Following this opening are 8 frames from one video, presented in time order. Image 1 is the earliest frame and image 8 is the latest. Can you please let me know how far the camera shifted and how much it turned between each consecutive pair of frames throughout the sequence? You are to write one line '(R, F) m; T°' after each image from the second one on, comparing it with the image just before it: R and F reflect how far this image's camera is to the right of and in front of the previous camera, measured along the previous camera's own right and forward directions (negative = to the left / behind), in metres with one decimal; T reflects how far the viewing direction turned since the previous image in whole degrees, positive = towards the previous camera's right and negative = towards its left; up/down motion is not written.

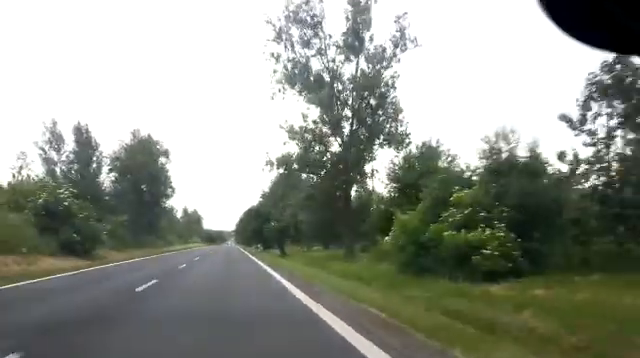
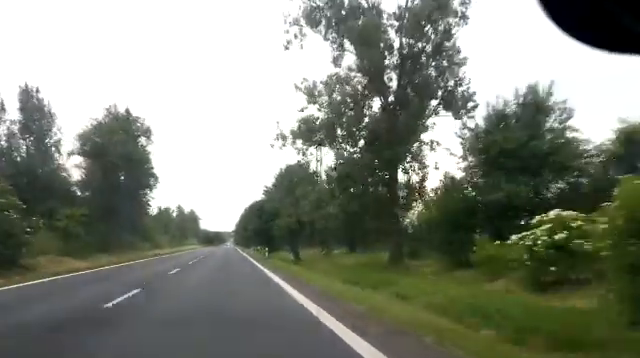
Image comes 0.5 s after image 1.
(+0.2, +11.9) m; 0°
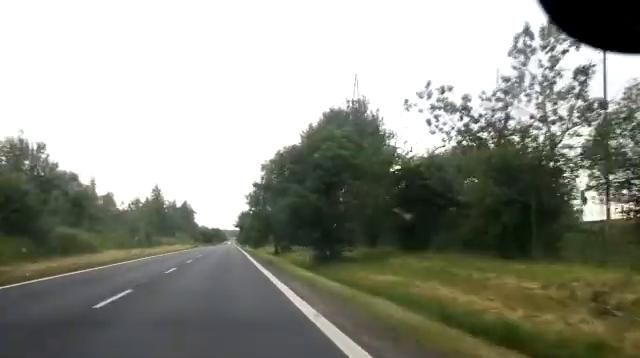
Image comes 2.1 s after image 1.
(-0.2, +37.4) m; 0°
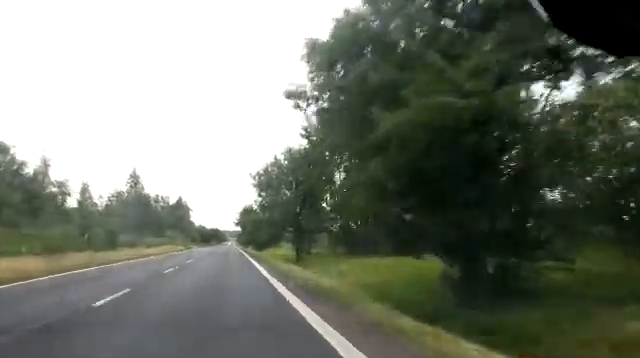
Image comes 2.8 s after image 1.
(+0.1, +18.4) m; 0°
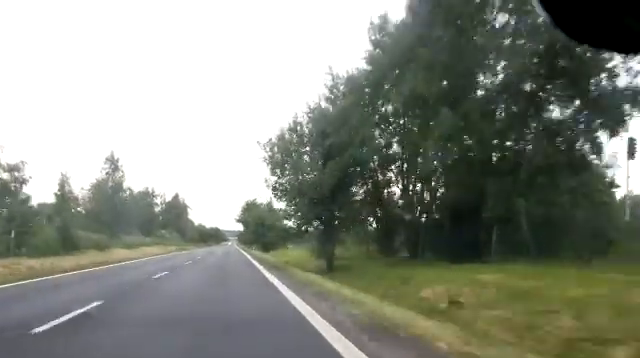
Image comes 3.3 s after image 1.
(+0.2, +12.0) m; 0°
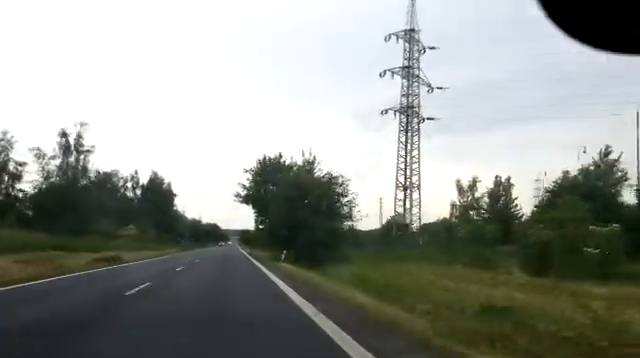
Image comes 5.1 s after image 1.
(-0.2, +41.6) m; +1°
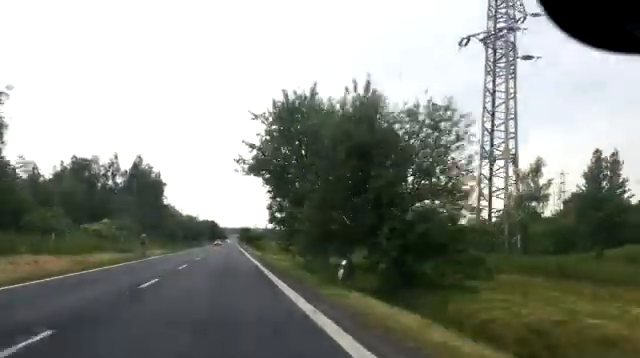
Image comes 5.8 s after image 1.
(+0.2, +16.8) m; 0°
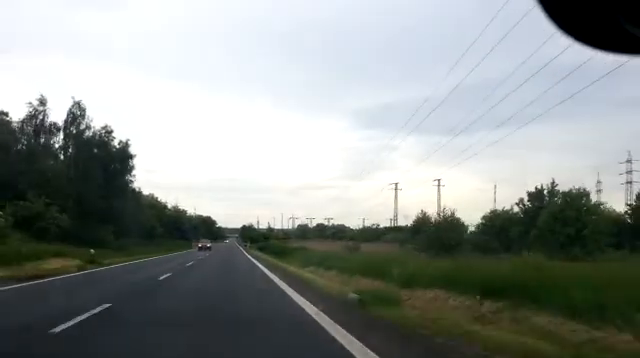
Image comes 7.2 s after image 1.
(-0.2, +33.7) m; 0°
